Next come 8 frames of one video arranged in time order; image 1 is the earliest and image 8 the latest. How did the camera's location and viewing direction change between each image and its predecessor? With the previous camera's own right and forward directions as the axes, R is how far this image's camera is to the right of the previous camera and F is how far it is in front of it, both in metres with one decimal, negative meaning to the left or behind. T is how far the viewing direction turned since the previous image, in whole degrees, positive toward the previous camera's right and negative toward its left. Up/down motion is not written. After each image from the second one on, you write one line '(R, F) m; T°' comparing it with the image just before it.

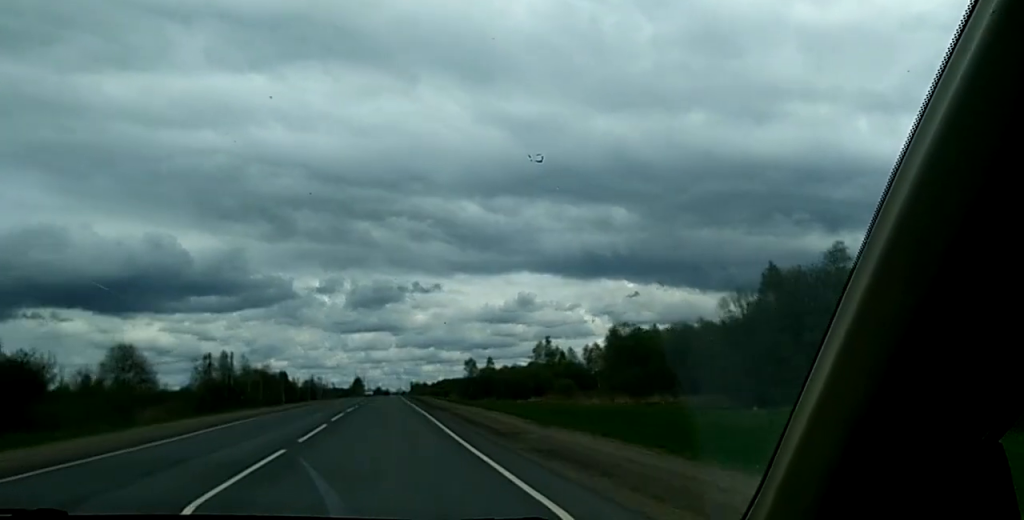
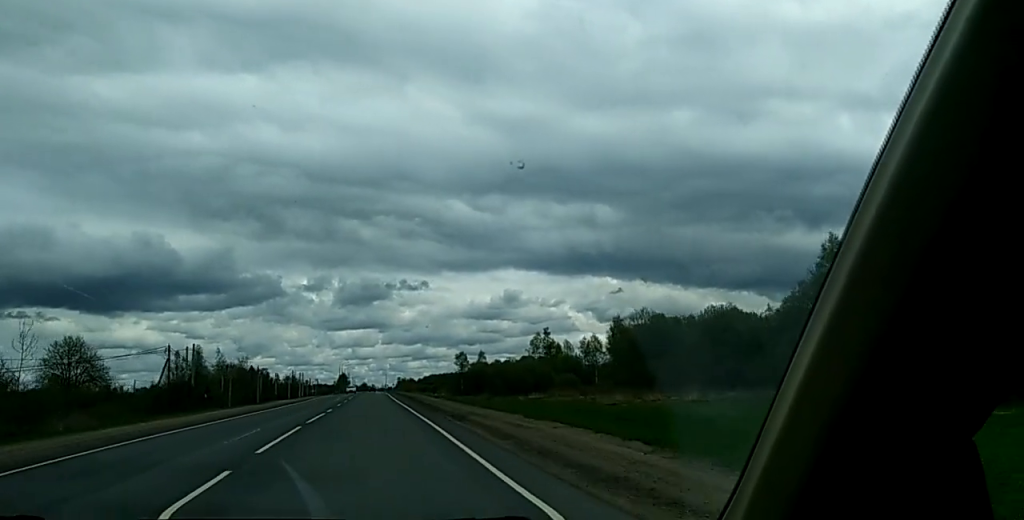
(0.0, +17.0) m; 0°
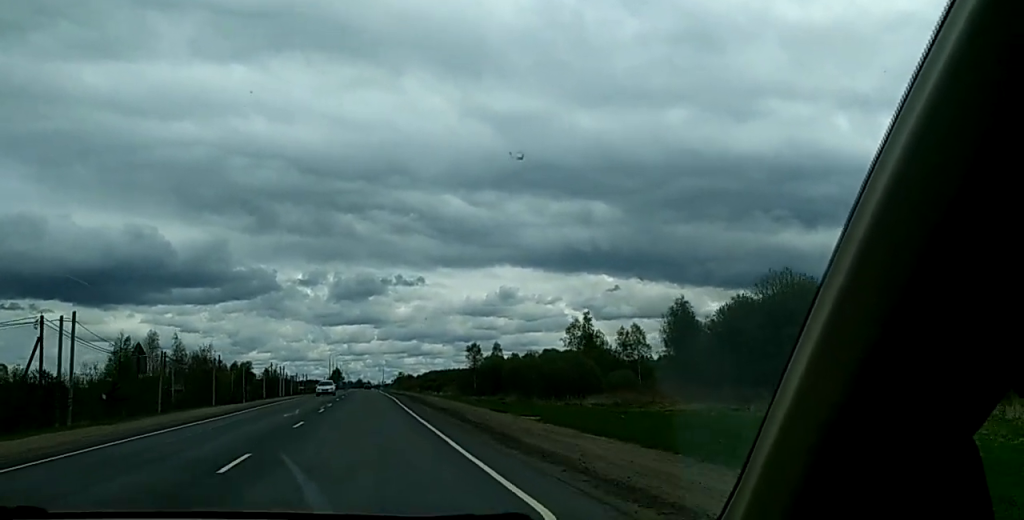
(0.0, +39.5) m; 0°
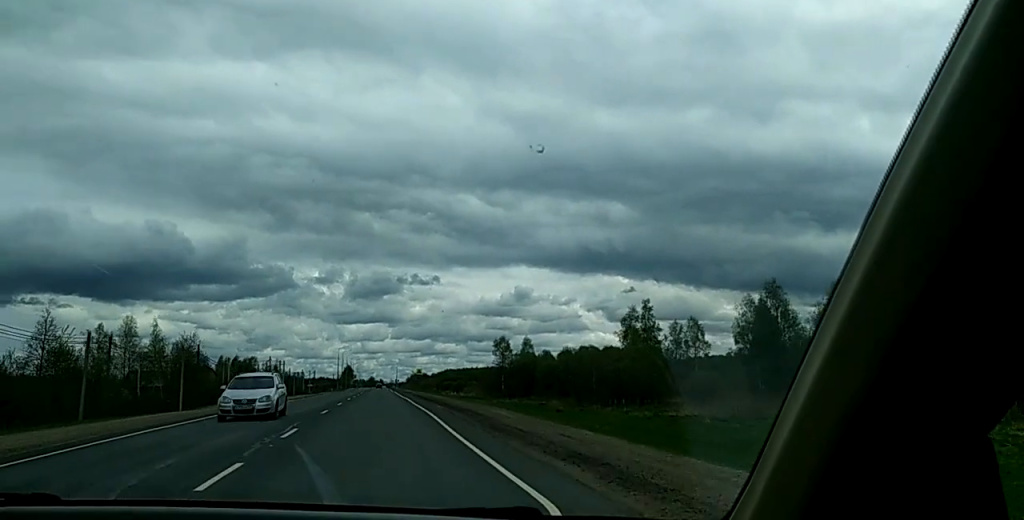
(0.0, +26.2) m; 0°
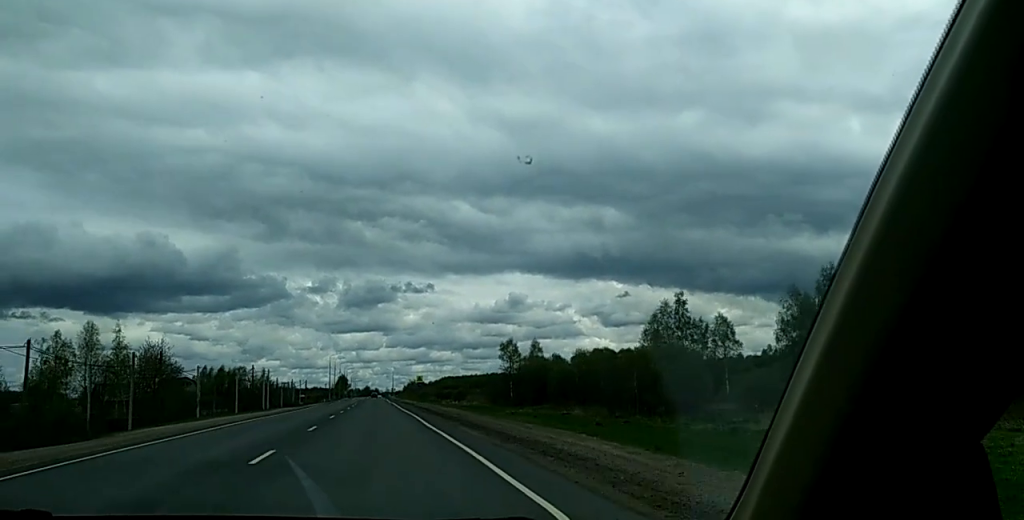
(0.0, +15.9) m; 0°
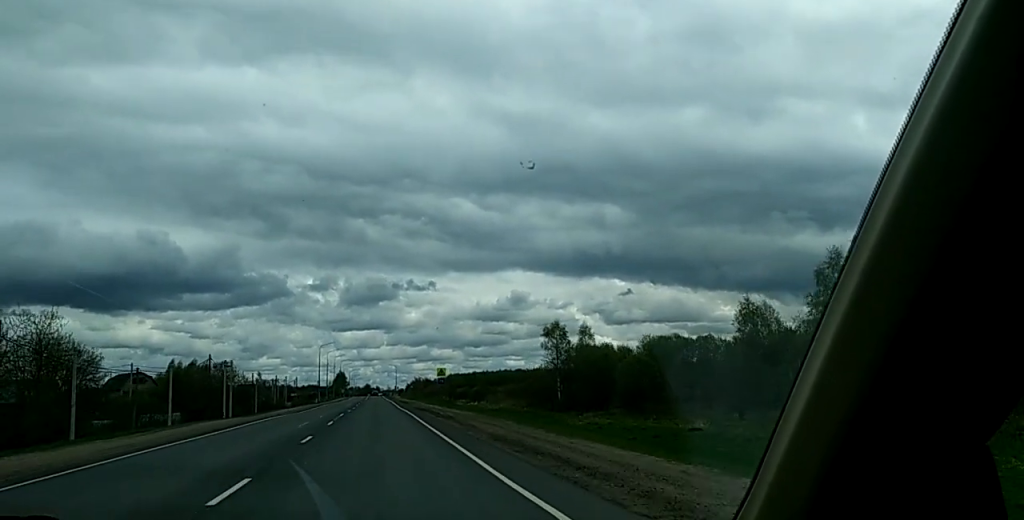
(-0.8, +40.3) m; -1°
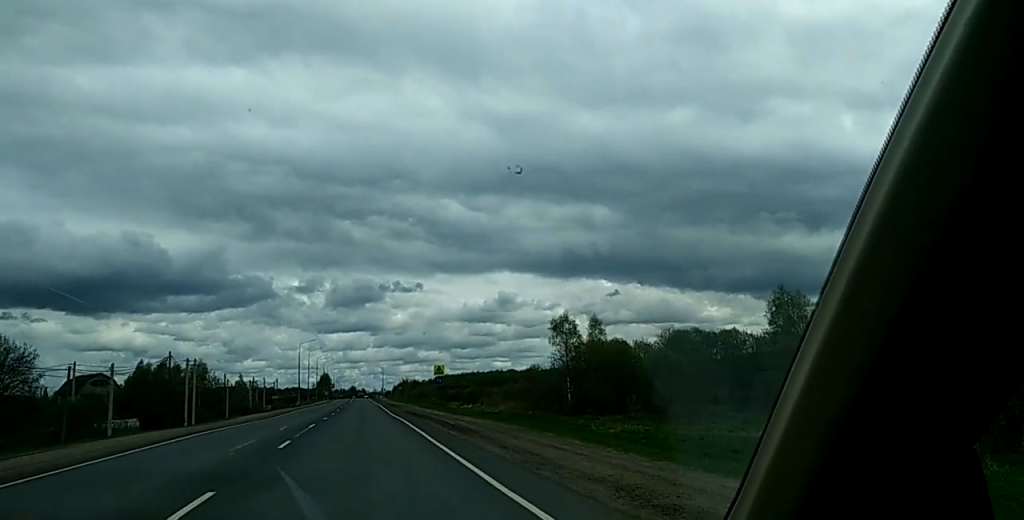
(+0.2, +13.1) m; 0°
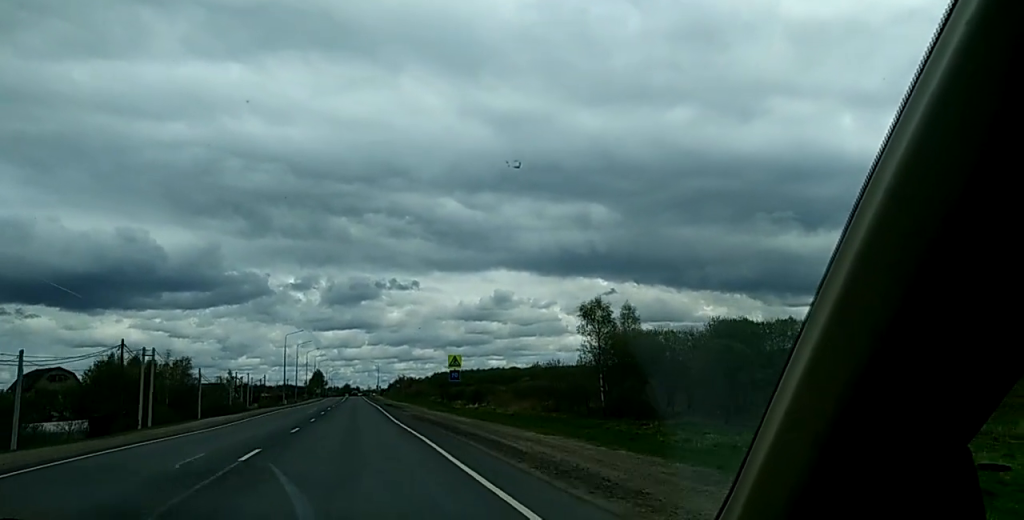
(+0.2, +16.9) m; 0°
